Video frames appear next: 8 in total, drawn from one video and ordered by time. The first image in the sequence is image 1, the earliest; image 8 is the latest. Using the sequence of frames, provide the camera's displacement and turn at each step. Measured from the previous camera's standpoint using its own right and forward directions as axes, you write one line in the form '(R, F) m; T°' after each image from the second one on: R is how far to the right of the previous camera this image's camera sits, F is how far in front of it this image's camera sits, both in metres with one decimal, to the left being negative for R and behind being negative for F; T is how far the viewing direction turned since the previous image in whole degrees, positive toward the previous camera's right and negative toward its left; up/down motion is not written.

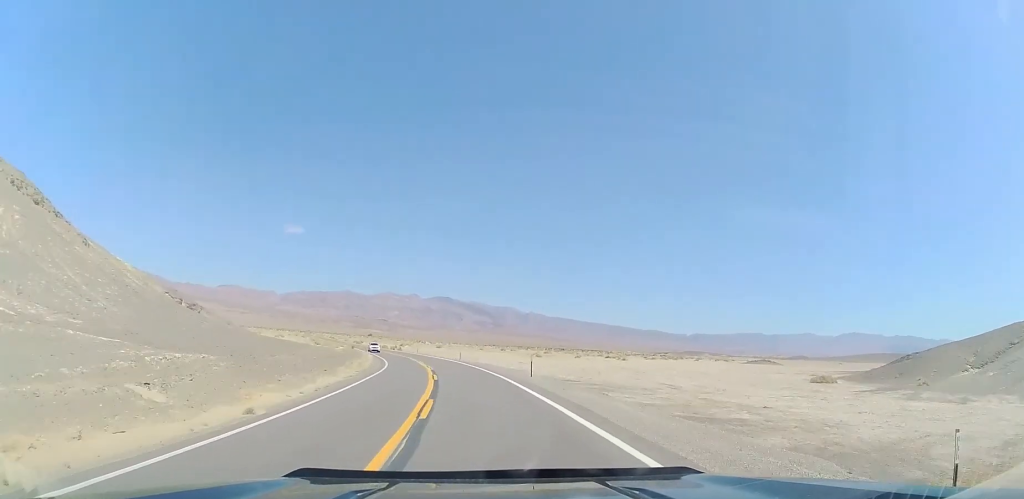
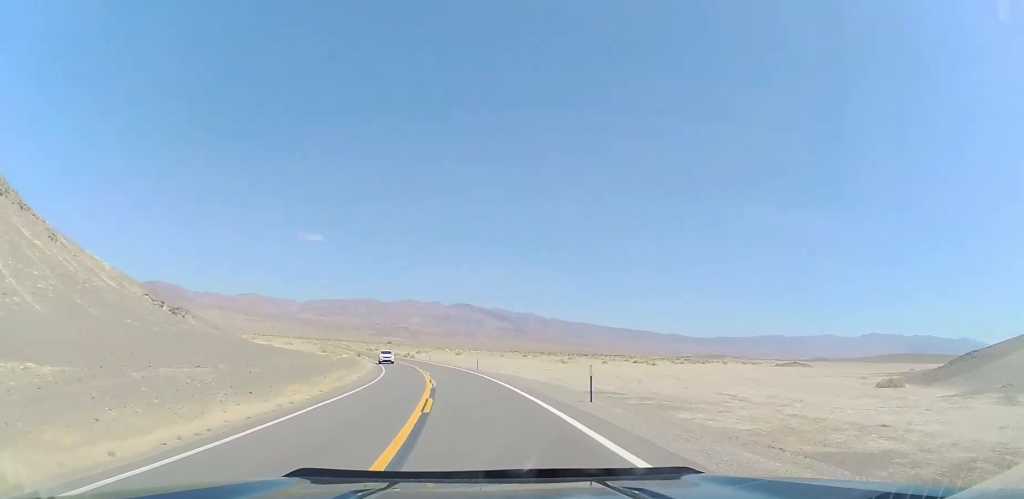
(-0.2, +12.4) m; -2°
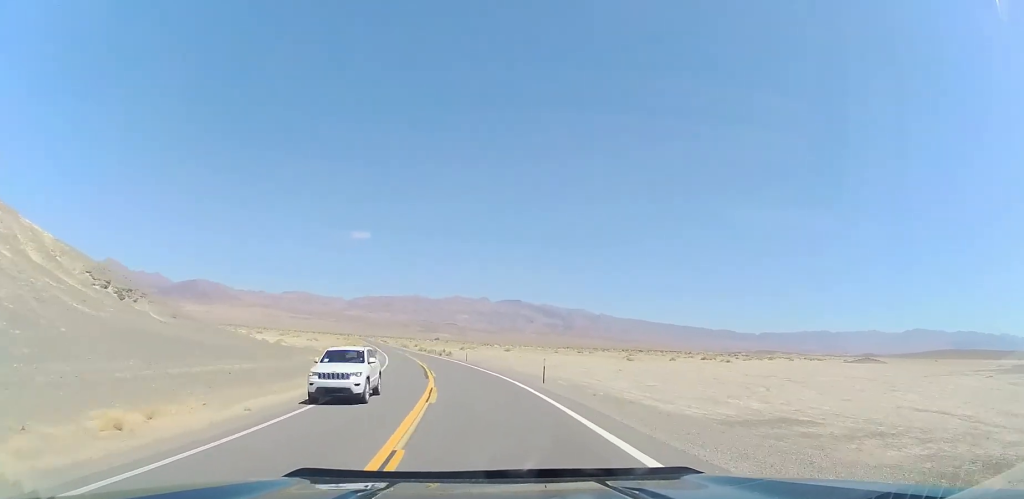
(-0.6, +24.4) m; -6°
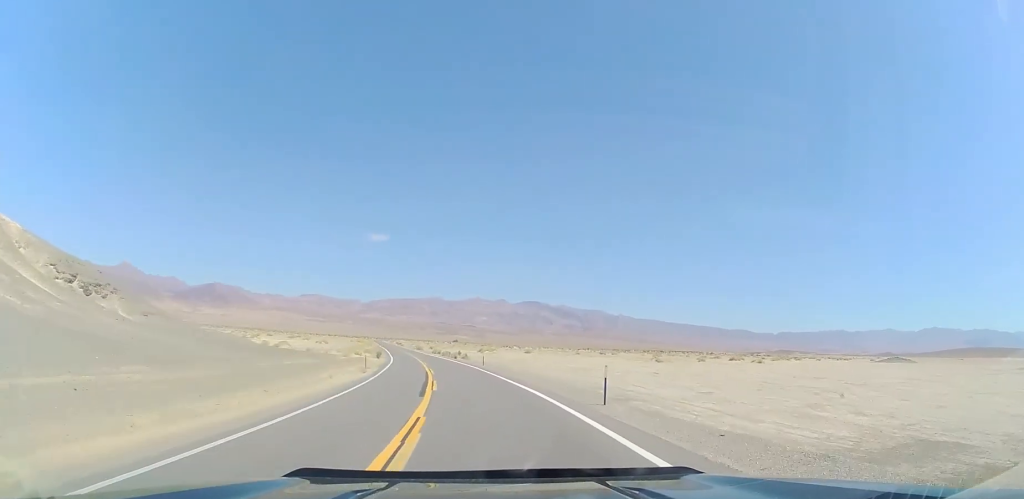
(-0.6, +9.5) m; -2°
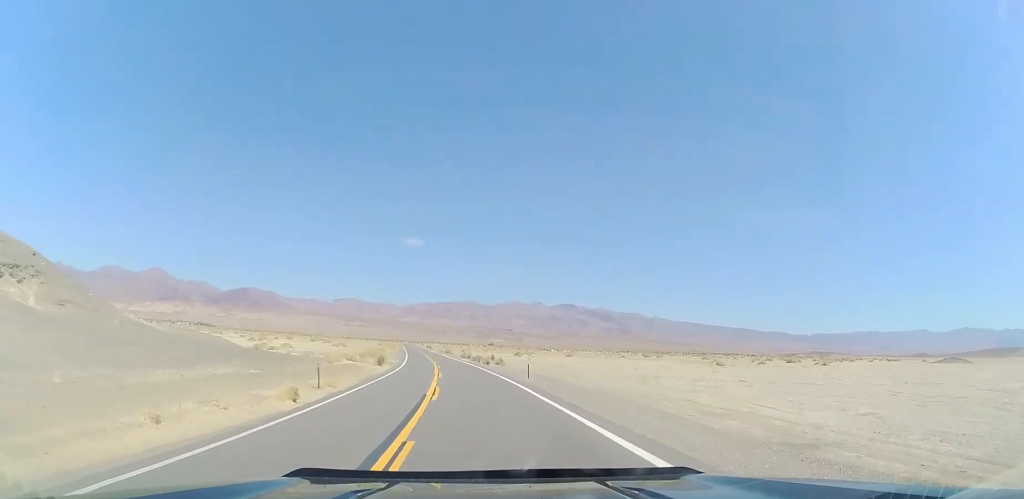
(-0.8, +17.4) m; -4°
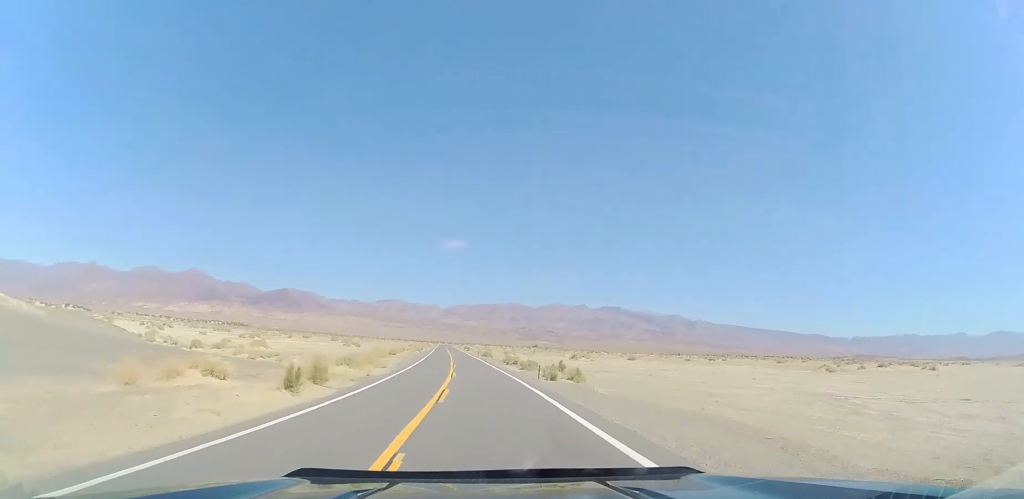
(-1.3, +29.3) m; -5°
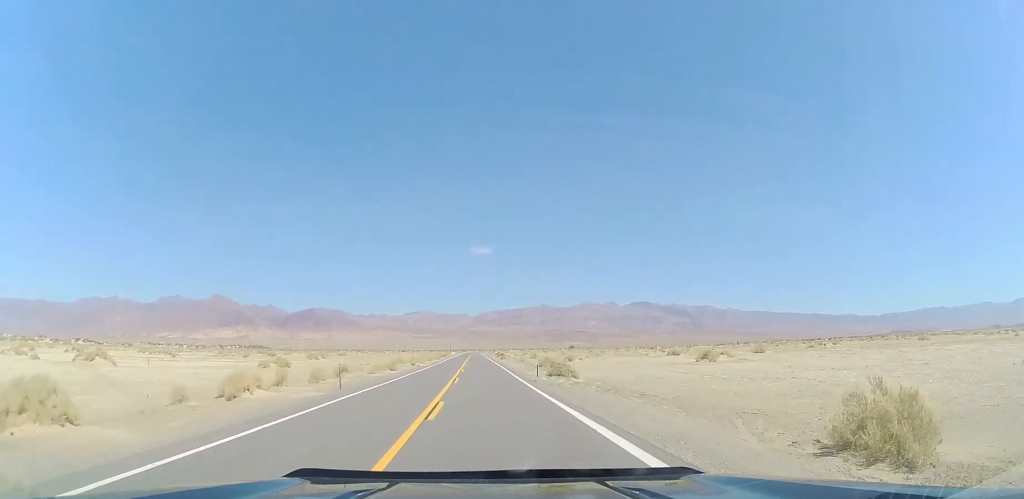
(-3.9, +62.9) m; -6°
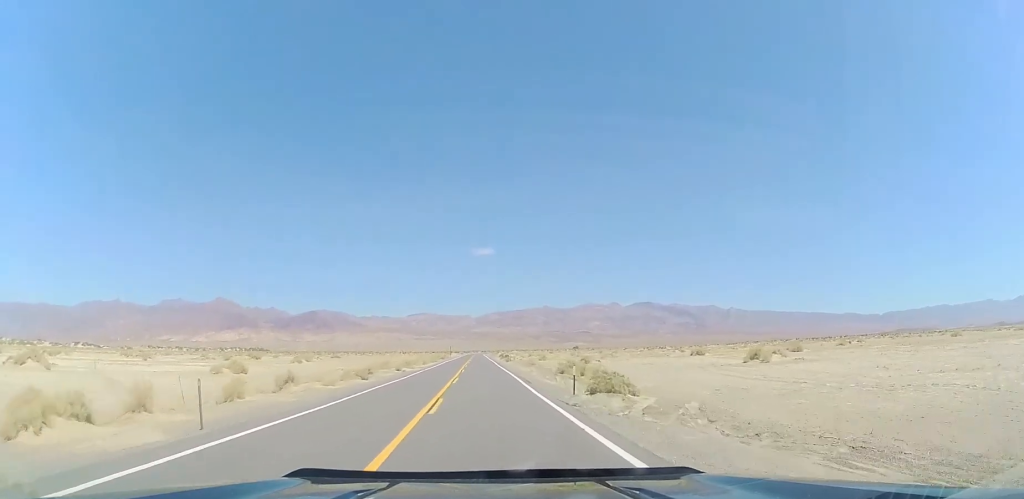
(-0.1, +12.9) m; 0°
